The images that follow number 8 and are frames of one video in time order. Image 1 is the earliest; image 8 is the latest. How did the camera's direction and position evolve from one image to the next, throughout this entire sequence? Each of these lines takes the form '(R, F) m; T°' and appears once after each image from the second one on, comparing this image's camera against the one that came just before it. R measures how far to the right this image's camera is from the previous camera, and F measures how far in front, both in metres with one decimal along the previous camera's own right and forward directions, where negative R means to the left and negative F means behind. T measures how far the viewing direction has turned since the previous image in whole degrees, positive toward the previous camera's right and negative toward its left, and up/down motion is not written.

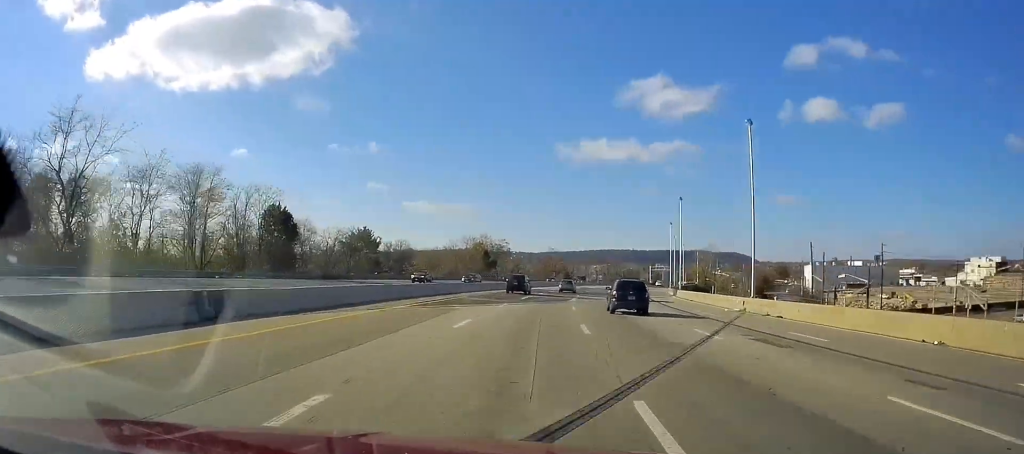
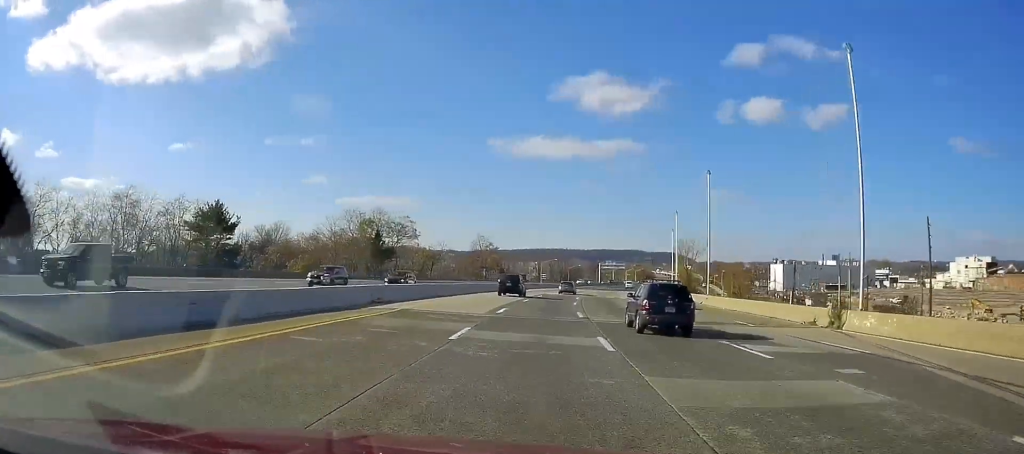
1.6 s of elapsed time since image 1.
(+4.1, +53.7) m; +7°
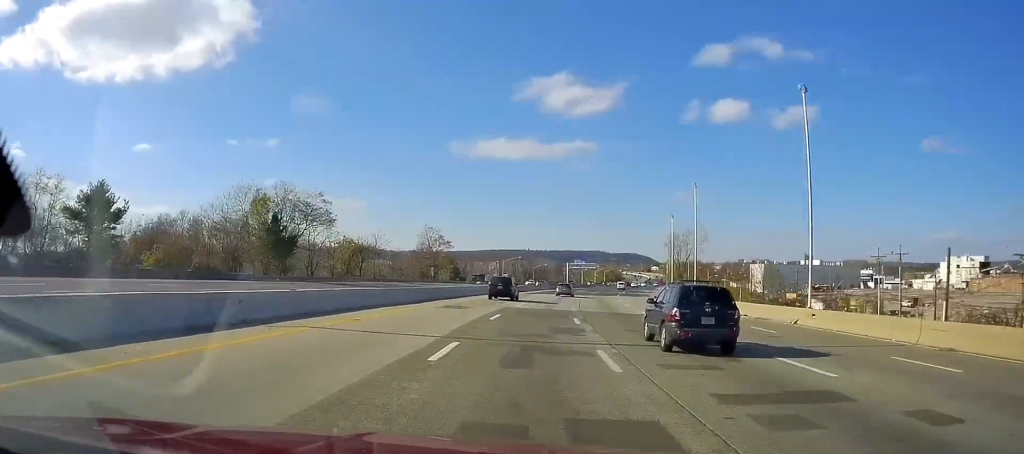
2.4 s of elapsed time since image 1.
(+0.2, +27.4) m; +2°
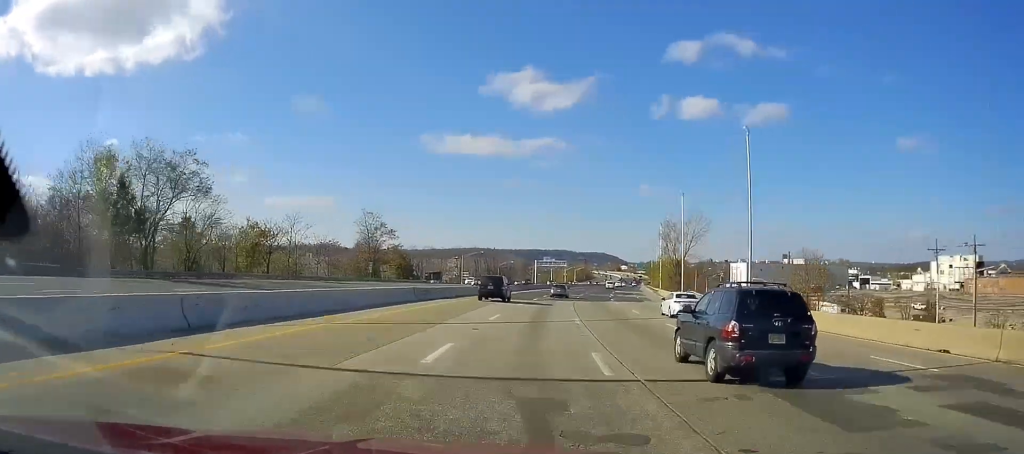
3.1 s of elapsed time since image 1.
(+0.7, +24.0) m; +3°
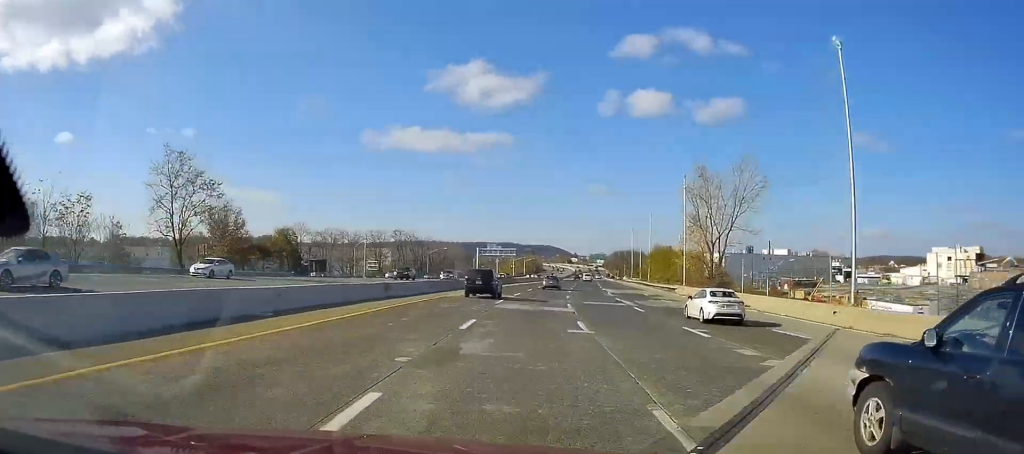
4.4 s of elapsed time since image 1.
(+1.9, +46.9) m; +6°
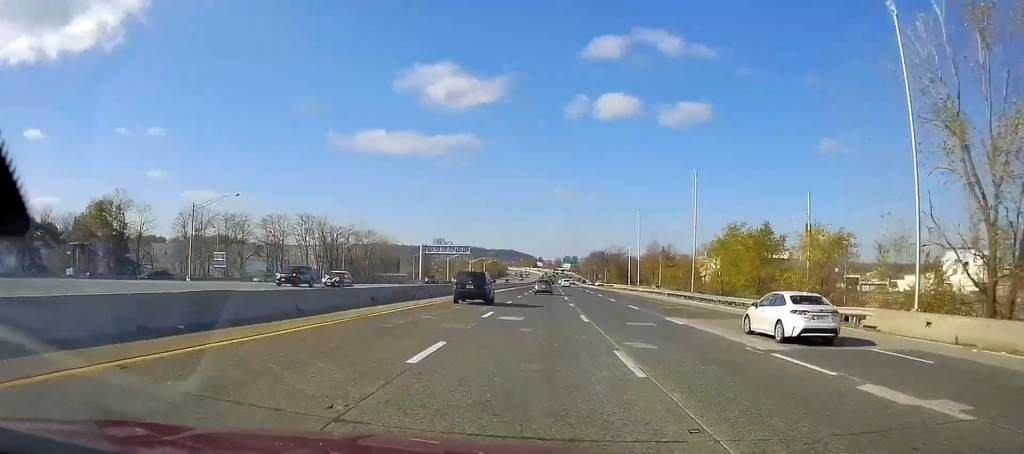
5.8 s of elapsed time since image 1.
(+2.5, +45.6) m; +5°
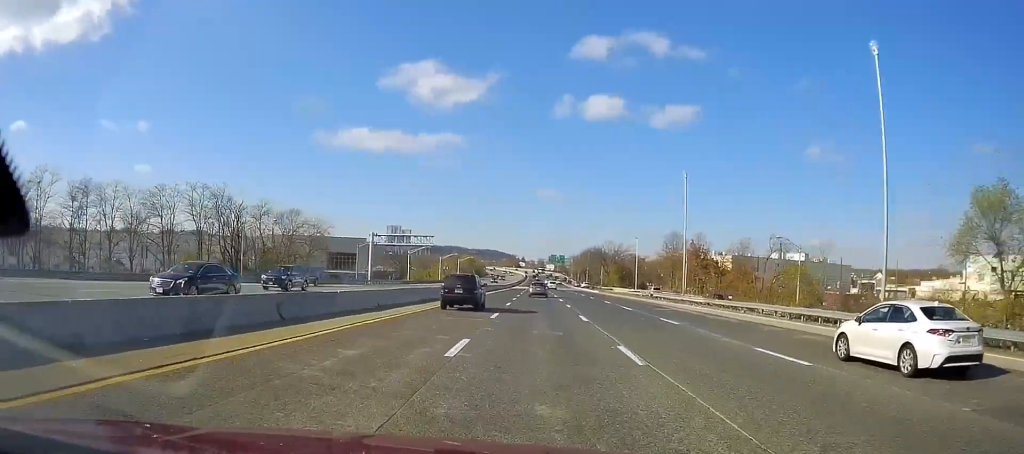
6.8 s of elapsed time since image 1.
(+0.9, +35.2) m; +2°
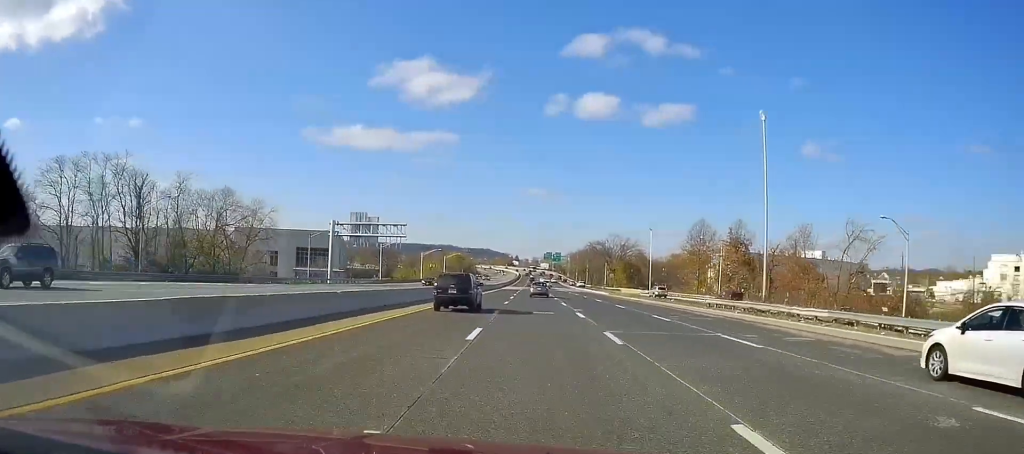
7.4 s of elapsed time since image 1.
(+0.5, +21.3) m; +1°
